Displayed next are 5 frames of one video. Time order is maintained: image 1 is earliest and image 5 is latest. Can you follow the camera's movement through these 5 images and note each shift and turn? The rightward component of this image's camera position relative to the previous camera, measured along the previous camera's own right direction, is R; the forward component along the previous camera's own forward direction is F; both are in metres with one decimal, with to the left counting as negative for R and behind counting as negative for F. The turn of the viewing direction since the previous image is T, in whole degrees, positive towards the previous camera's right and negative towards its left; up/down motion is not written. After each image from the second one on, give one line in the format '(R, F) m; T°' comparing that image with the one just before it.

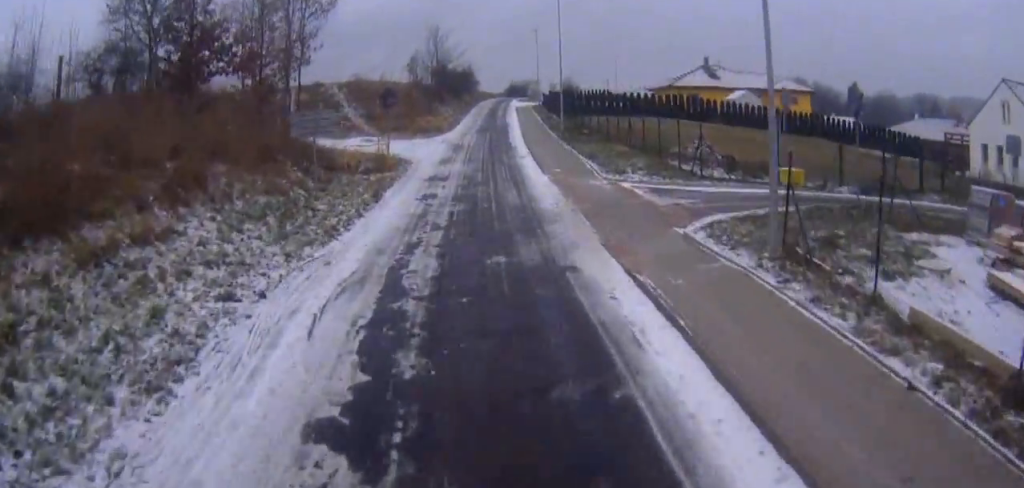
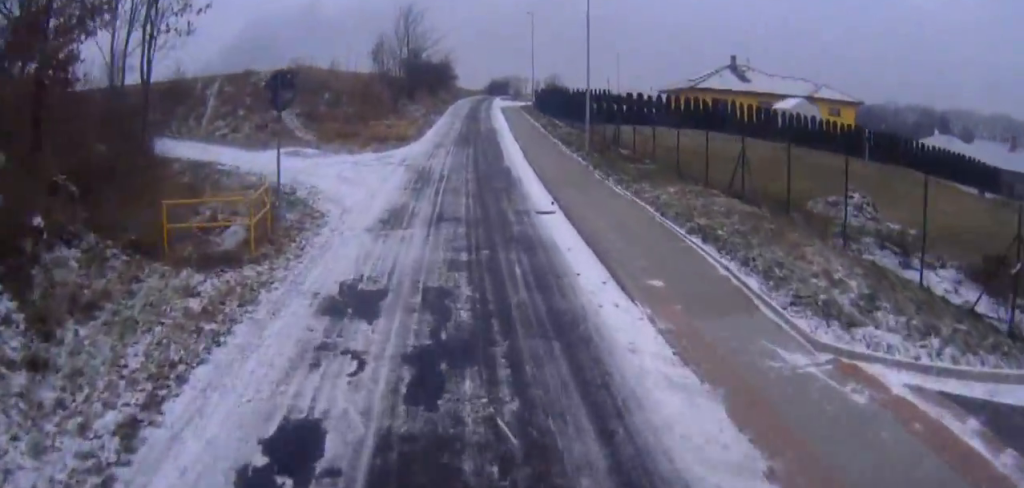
(-0.3, +13.3) m; -1°
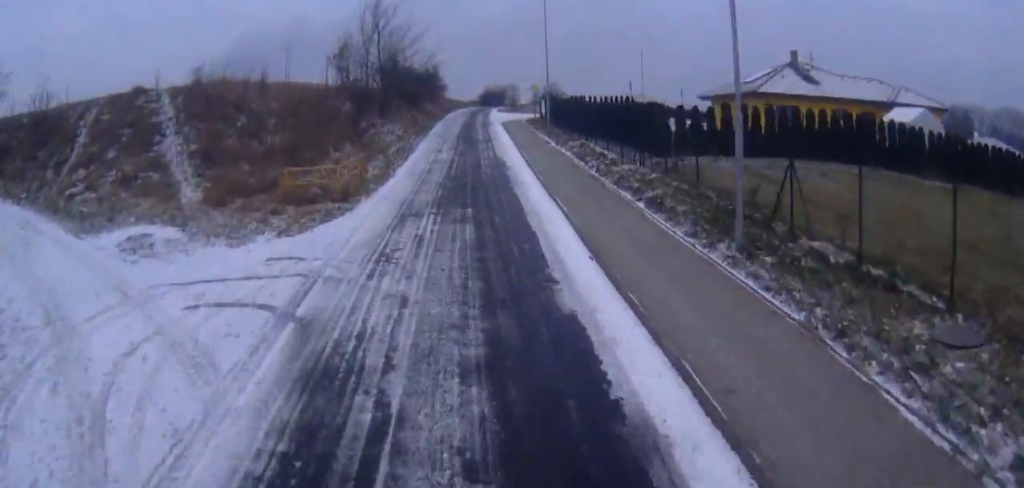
(+0.2, +13.9) m; +3°
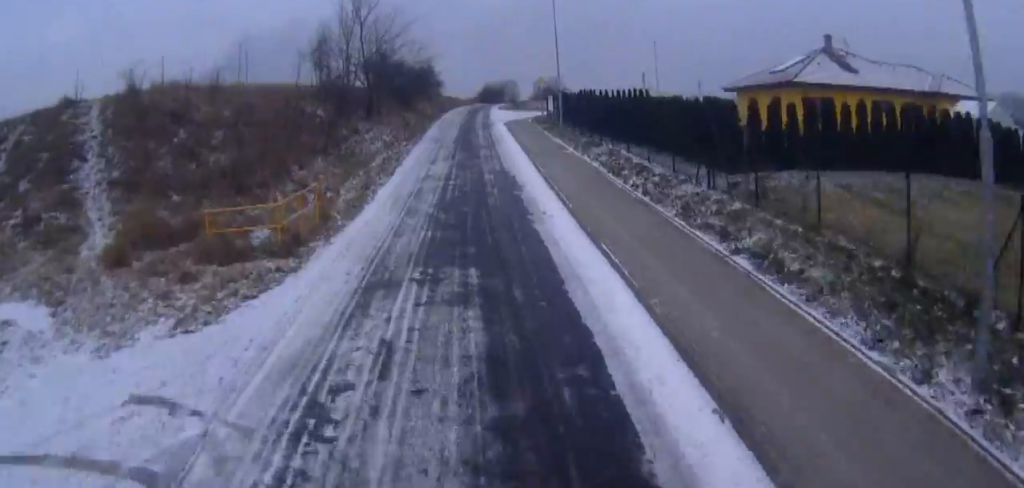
(+0.1, +5.8) m; +1°
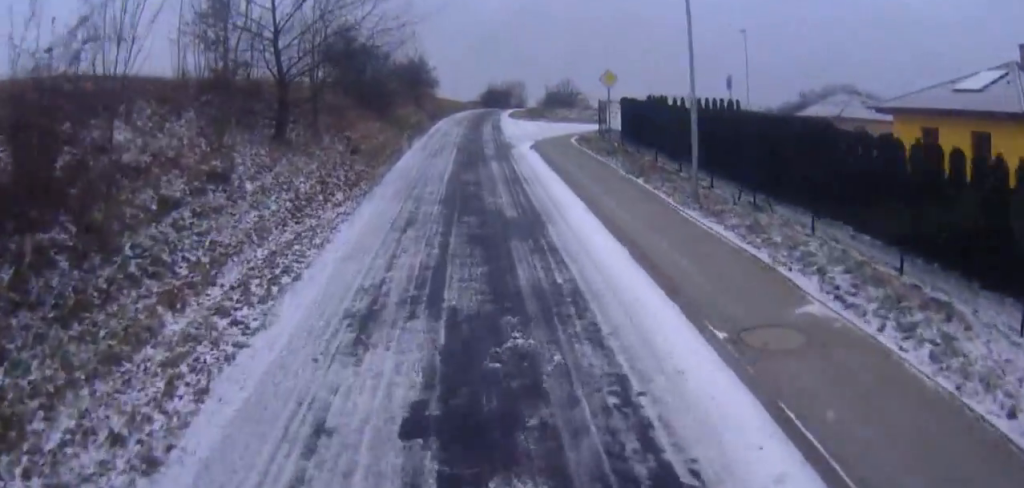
(+0.3, +19.2) m; +1°
